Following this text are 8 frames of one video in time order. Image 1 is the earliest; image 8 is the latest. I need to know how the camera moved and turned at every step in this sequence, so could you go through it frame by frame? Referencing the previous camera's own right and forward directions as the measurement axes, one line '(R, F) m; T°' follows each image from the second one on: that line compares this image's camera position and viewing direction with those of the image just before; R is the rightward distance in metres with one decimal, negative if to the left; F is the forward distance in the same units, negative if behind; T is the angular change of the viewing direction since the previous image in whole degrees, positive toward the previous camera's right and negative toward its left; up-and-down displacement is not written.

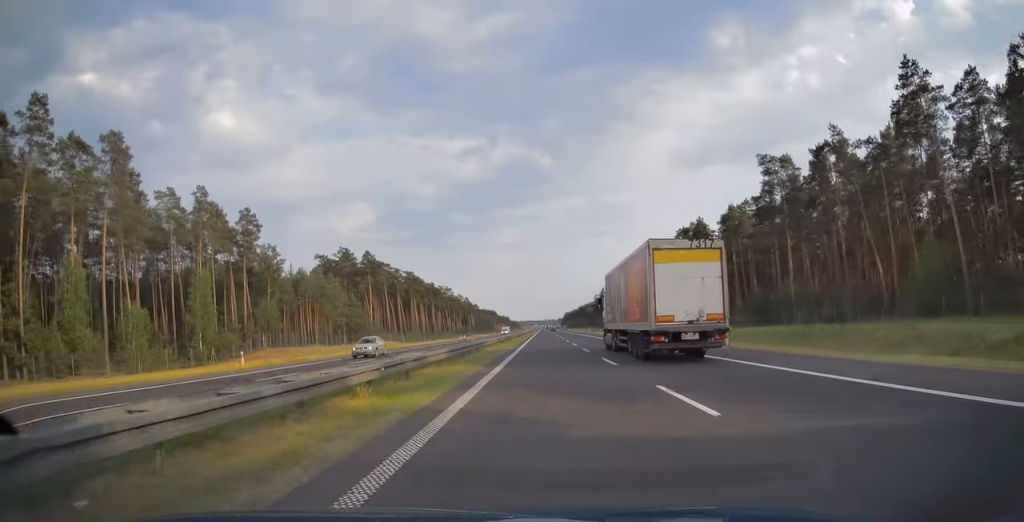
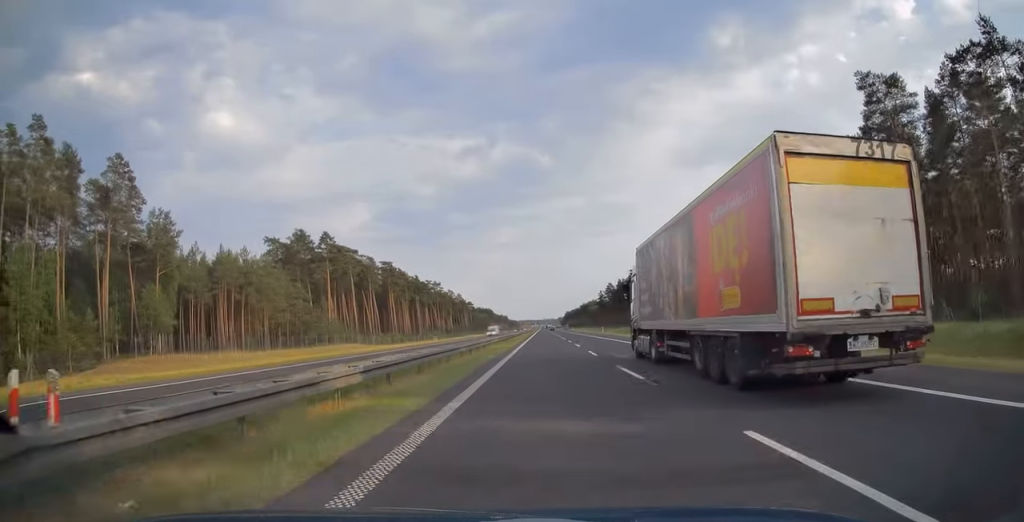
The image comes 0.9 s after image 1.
(+0.1, +30.2) m; 0°
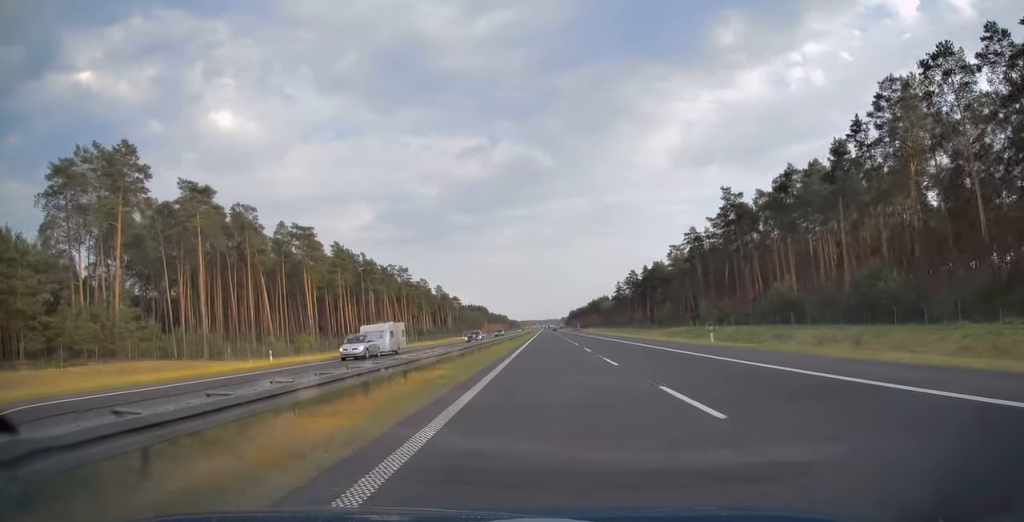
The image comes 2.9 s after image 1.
(-0.1, +66.5) m; 0°
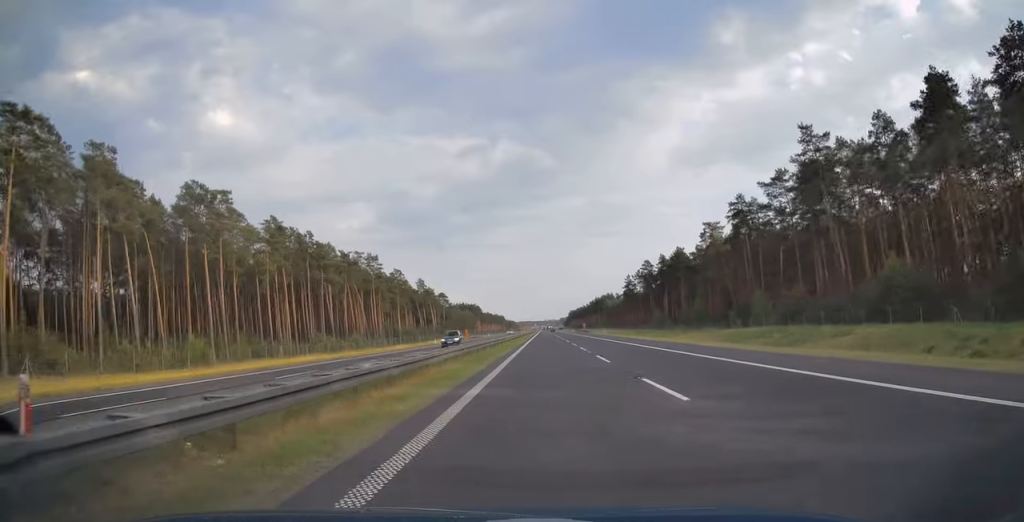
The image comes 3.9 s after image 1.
(-0.1, +34.0) m; 0°
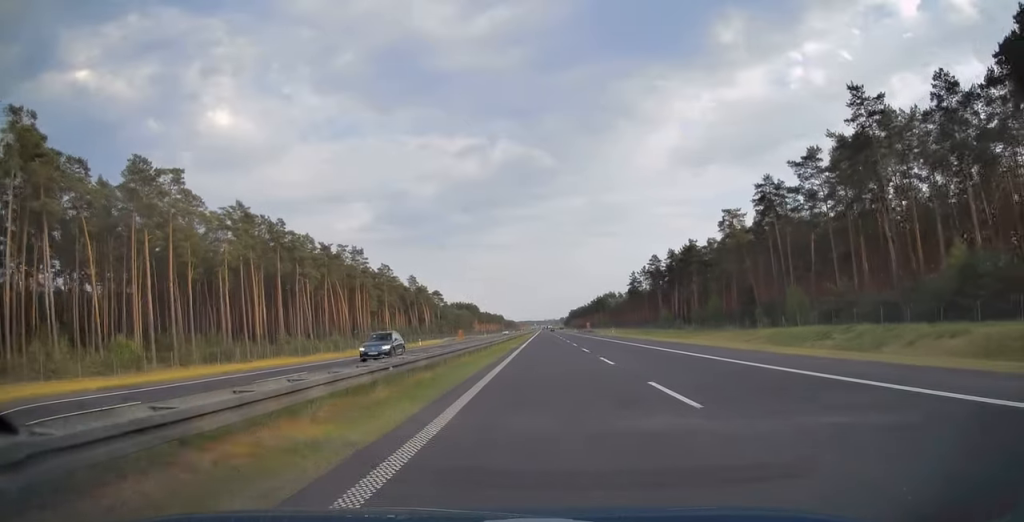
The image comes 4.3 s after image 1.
(+0.1, +13.2) m; 0°
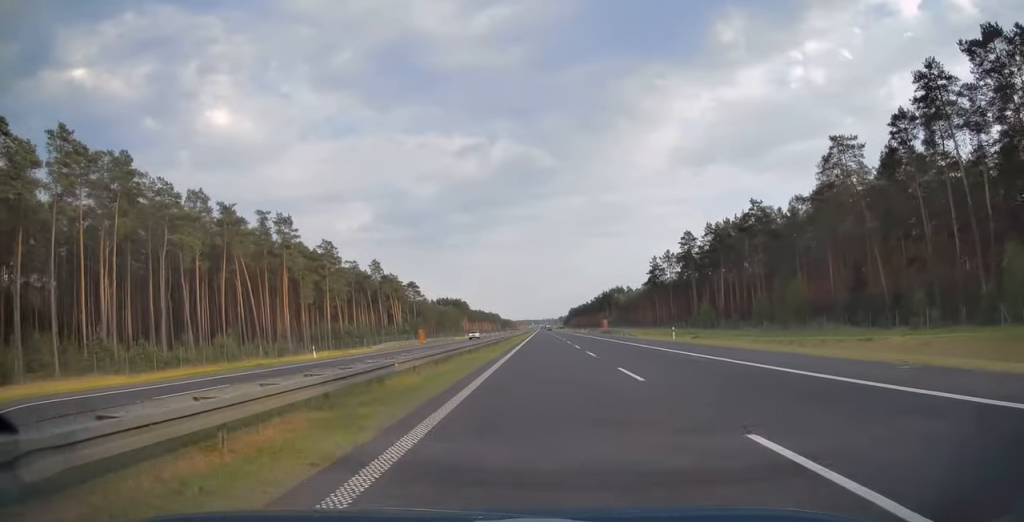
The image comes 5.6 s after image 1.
(0.0, +42.8) m; 0°
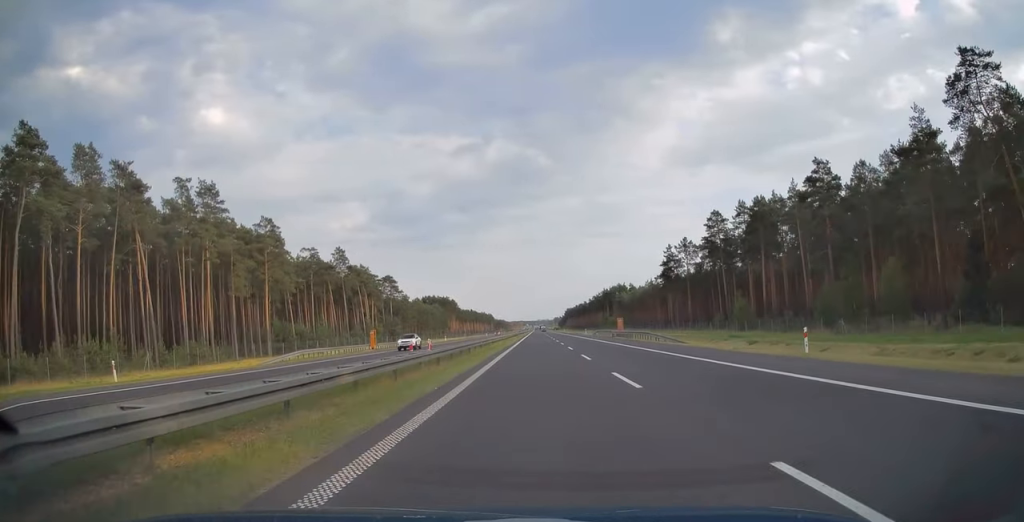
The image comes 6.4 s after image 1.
(0.0, +25.2) m; 0°
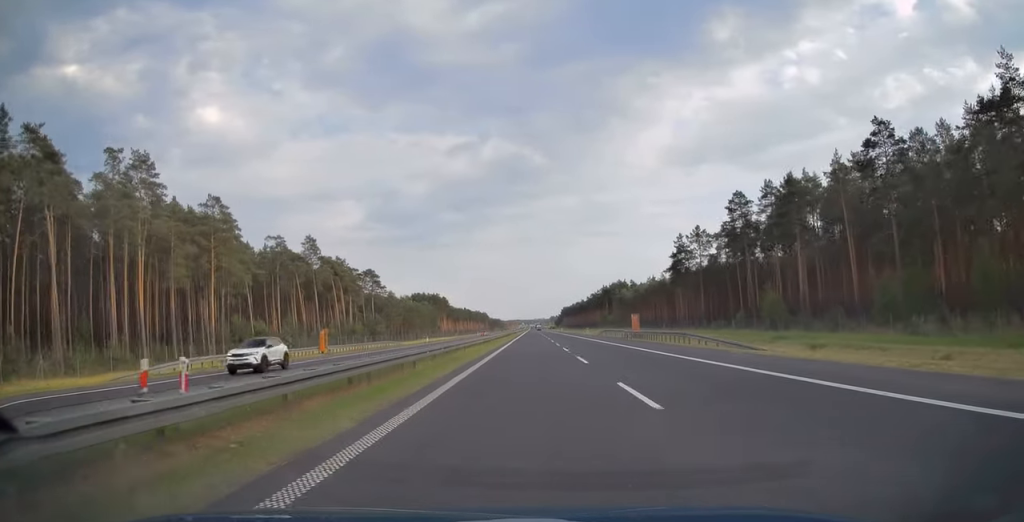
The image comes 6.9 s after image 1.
(0.0, +15.4) m; 0°
